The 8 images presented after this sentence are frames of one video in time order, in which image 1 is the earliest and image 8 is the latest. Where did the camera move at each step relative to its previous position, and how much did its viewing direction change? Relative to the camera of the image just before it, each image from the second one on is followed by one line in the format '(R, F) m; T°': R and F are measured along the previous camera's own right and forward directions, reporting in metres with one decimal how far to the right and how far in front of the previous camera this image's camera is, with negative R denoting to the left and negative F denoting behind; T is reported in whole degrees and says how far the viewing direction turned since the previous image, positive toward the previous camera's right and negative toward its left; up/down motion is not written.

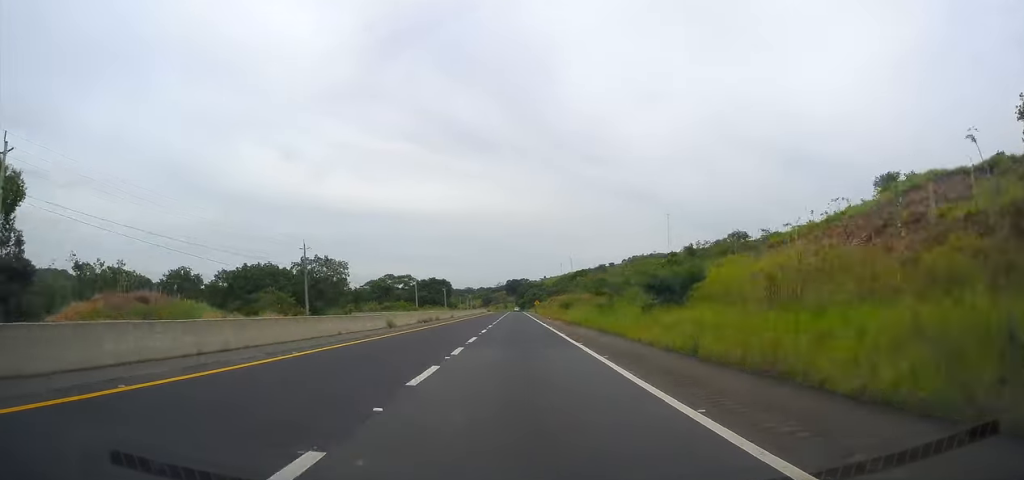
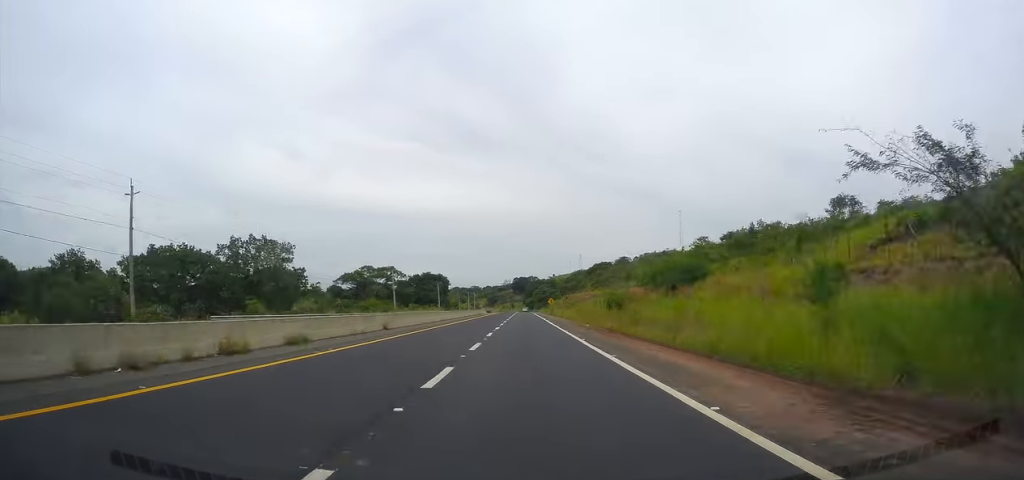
(+0.5, +35.7) m; +1°
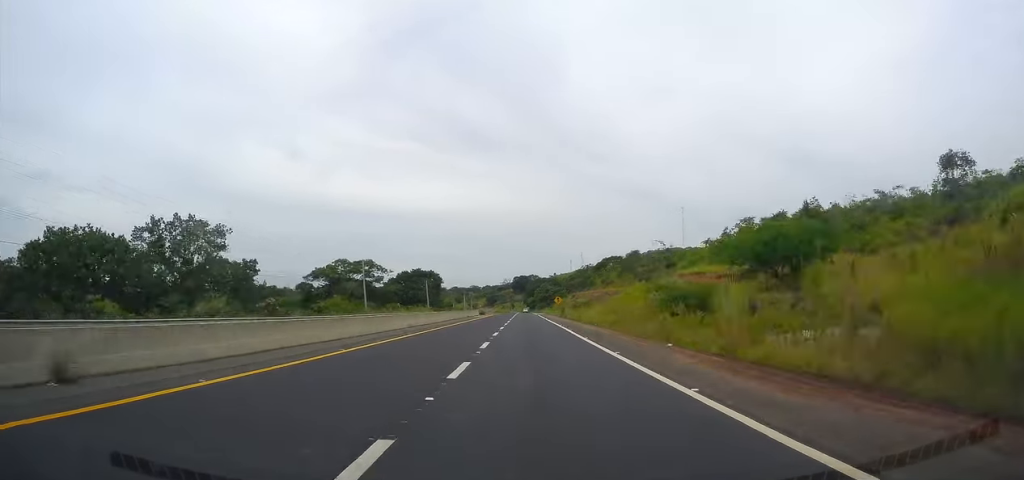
(+0.1, +22.1) m; 0°
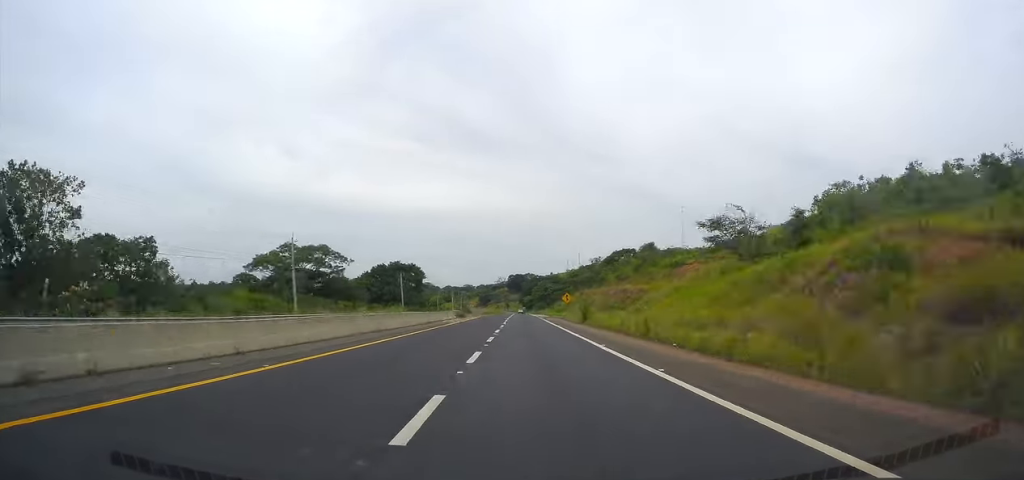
(0.0, +29.0) m; 0°
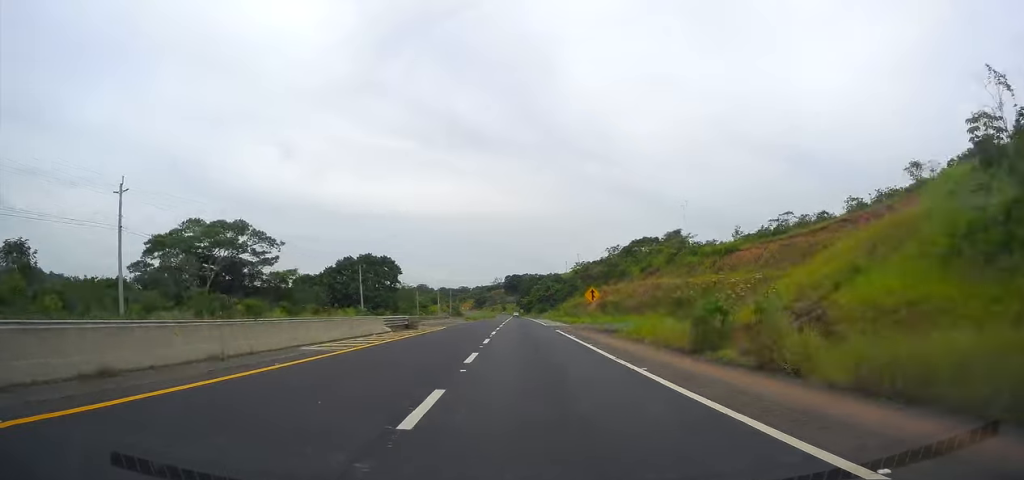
(+0.1, +31.6) m; 0°
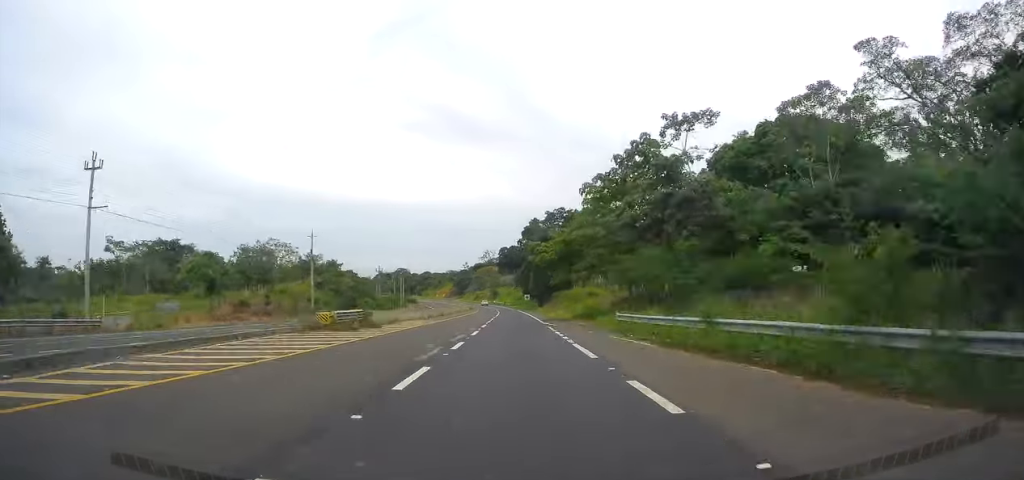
(-0.4, +156.6) m; 0°
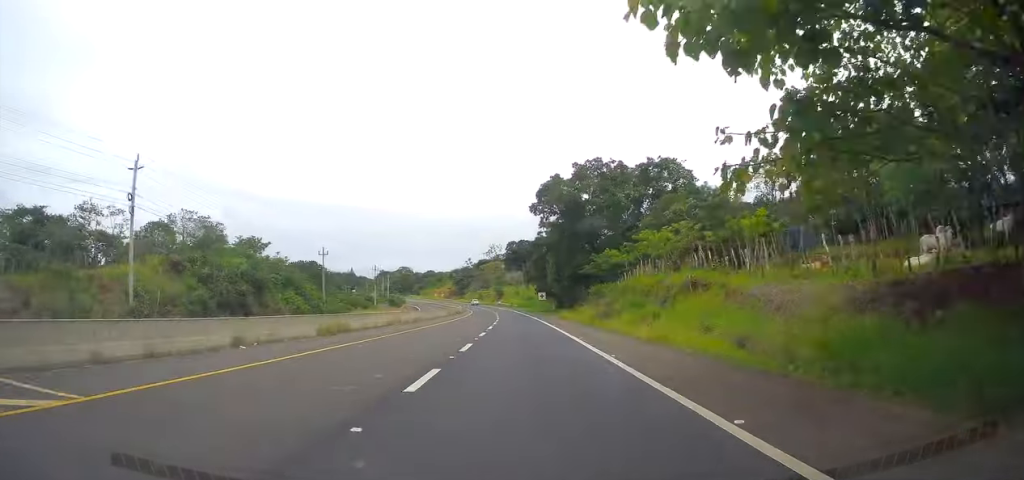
(0.0, +40.8) m; 0°
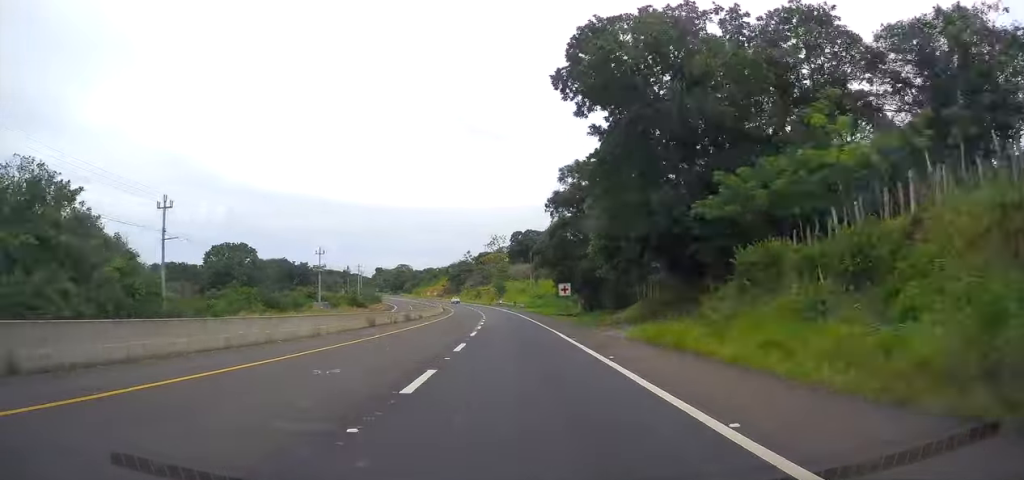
(0.0, +41.0) m; -1°
